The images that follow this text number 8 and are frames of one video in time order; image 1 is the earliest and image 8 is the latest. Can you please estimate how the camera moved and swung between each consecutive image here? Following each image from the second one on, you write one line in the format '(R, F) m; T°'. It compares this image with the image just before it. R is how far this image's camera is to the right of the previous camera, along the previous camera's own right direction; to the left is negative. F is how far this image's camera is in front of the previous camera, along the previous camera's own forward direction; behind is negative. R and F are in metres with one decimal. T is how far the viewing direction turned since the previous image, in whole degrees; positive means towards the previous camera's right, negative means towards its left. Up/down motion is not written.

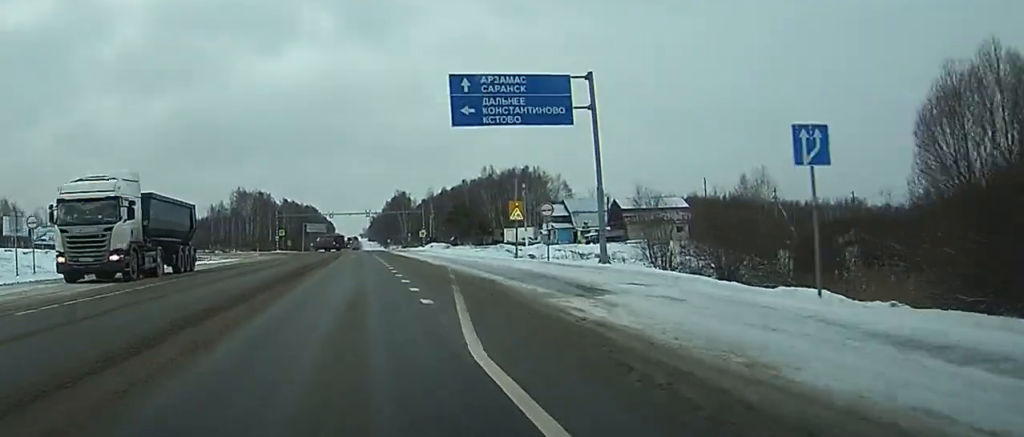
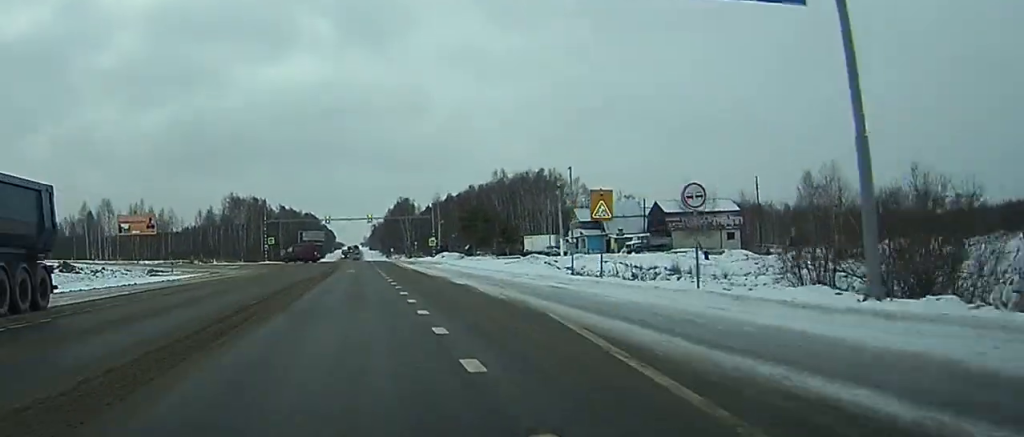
(+0.1, +19.9) m; 0°
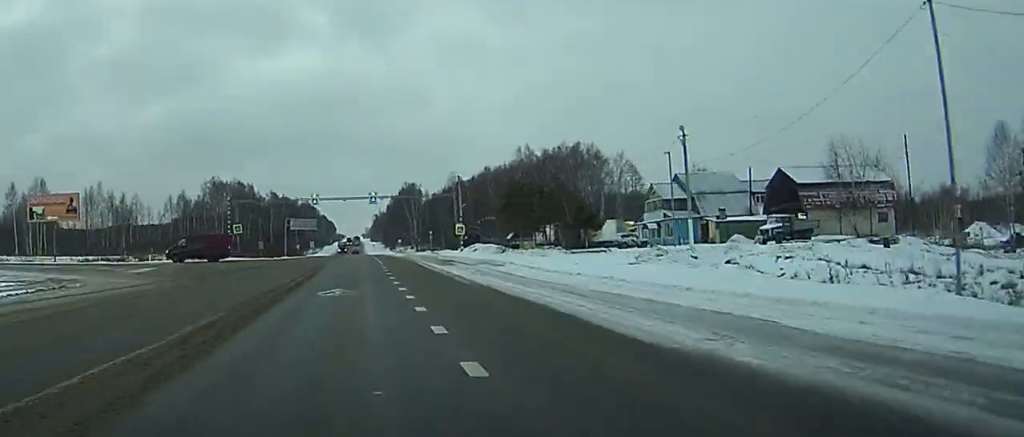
(-0.1, +37.6) m; 0°
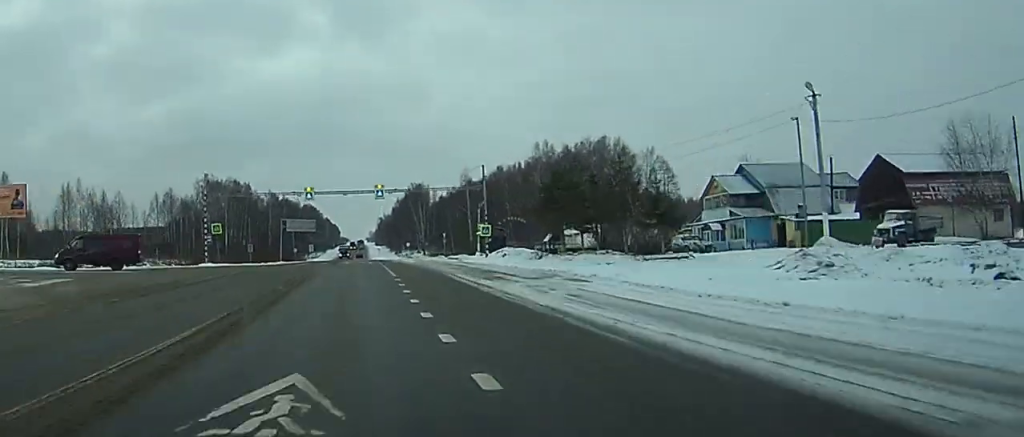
(0.0, +17.0) m; 0°
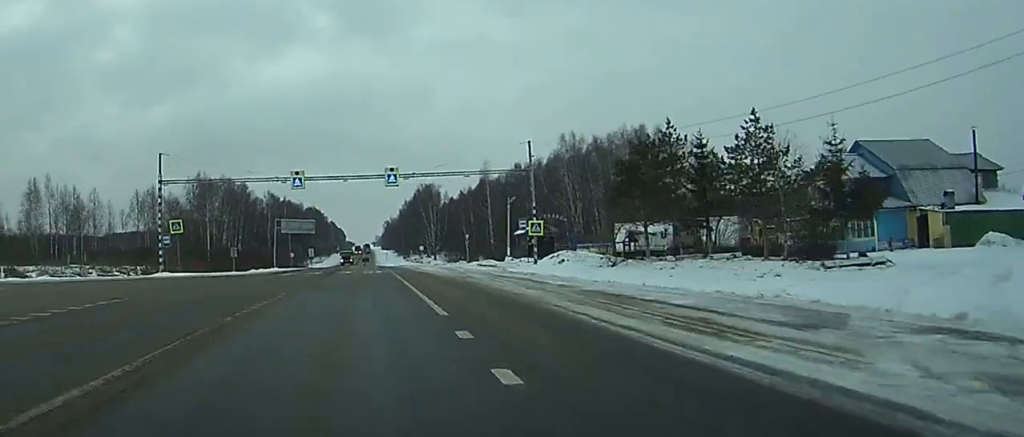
(-0.1, +20.4) m; 0°
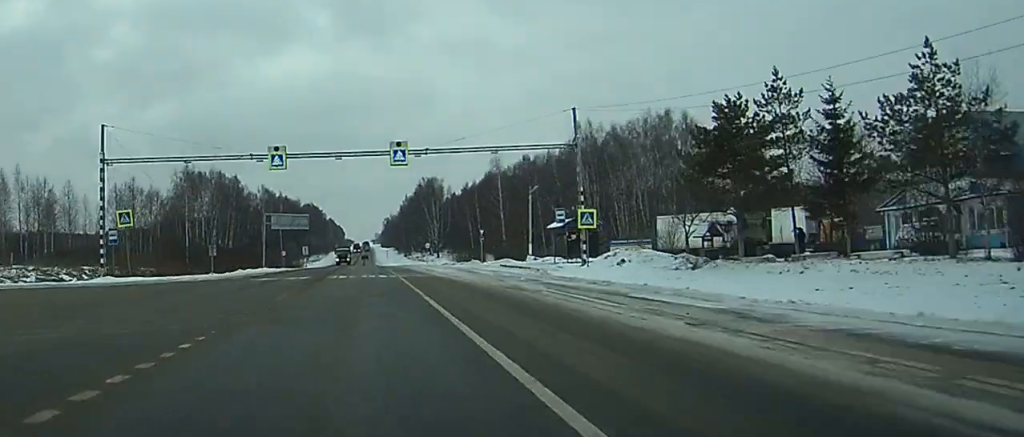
(-0.1, +13.6) m; 0°
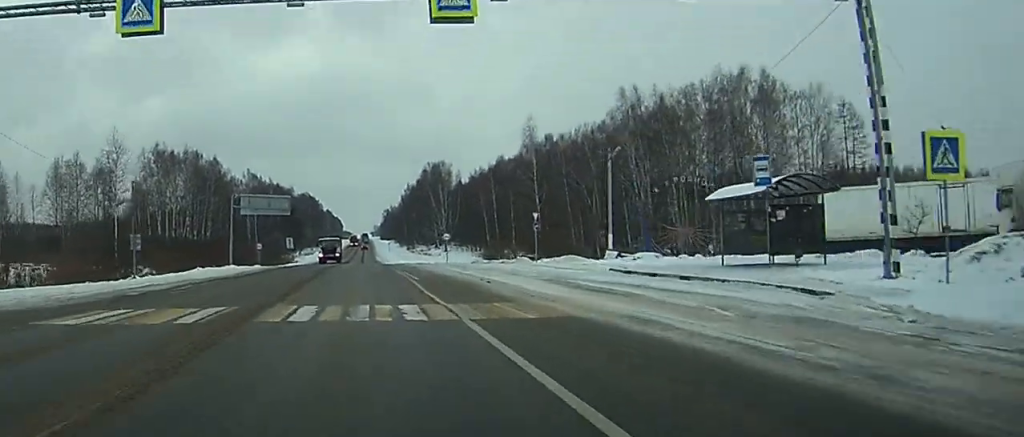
(+0.2, +28.8) m; 0°
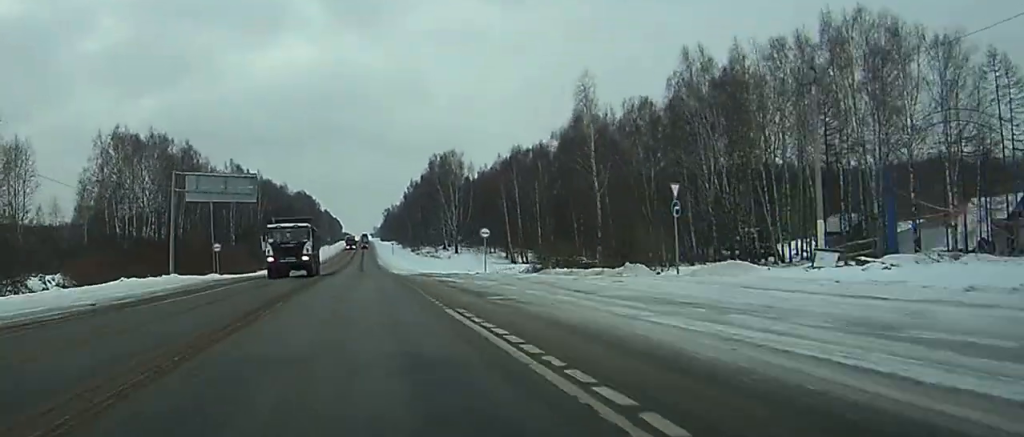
(-0.1, +27.9) m; -1°
